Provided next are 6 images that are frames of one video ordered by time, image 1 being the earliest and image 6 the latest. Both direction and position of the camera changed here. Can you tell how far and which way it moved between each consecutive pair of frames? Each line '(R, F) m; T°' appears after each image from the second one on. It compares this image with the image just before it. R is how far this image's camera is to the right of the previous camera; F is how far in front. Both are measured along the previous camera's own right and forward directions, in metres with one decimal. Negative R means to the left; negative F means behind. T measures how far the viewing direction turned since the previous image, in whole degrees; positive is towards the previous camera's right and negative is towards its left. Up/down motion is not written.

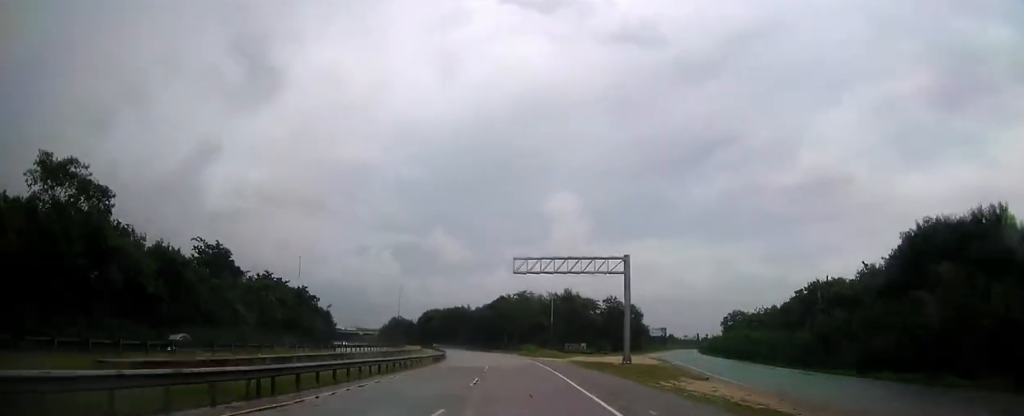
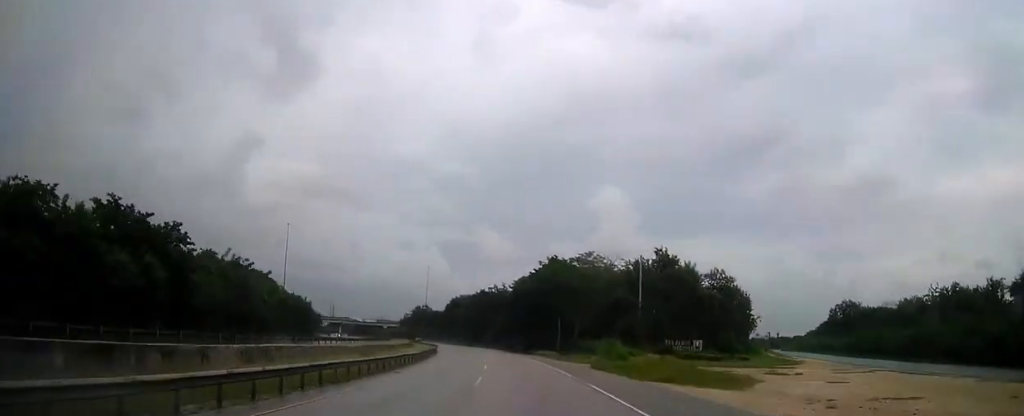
(-1.7, +58.7) m; -4°
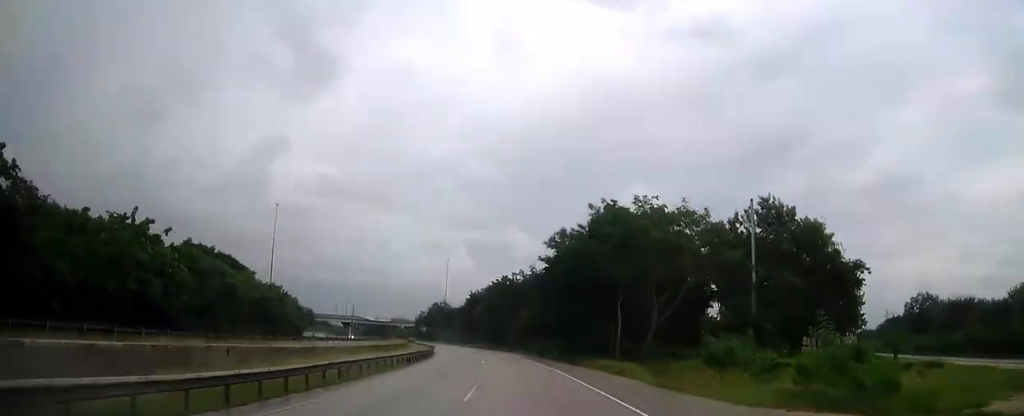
(+0.4, +30.6) m; -3°
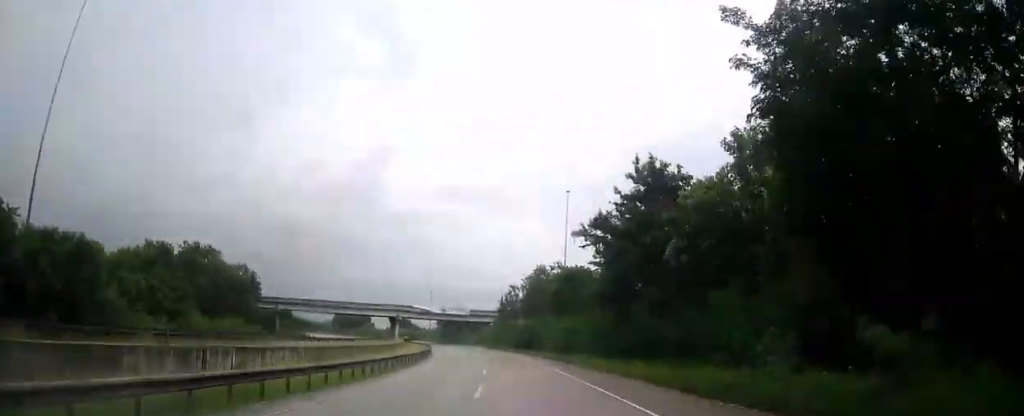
(-12.9, +114.5) m; -12°
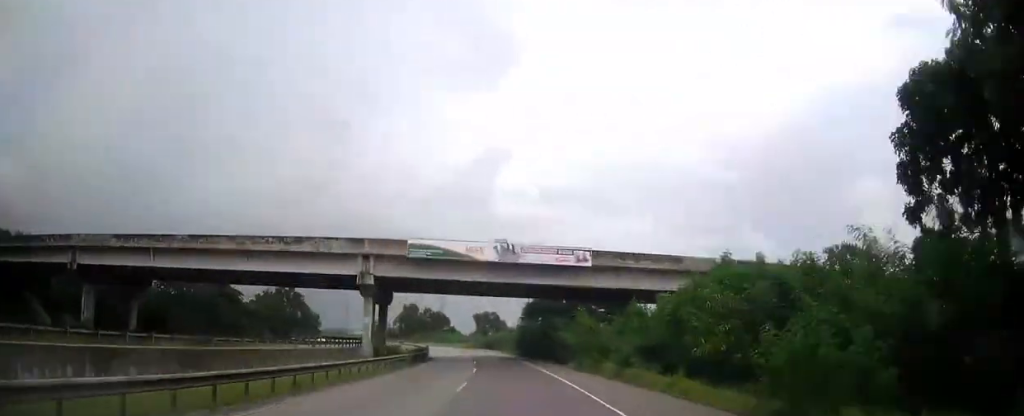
(-8.8, +101.9) m; -11°
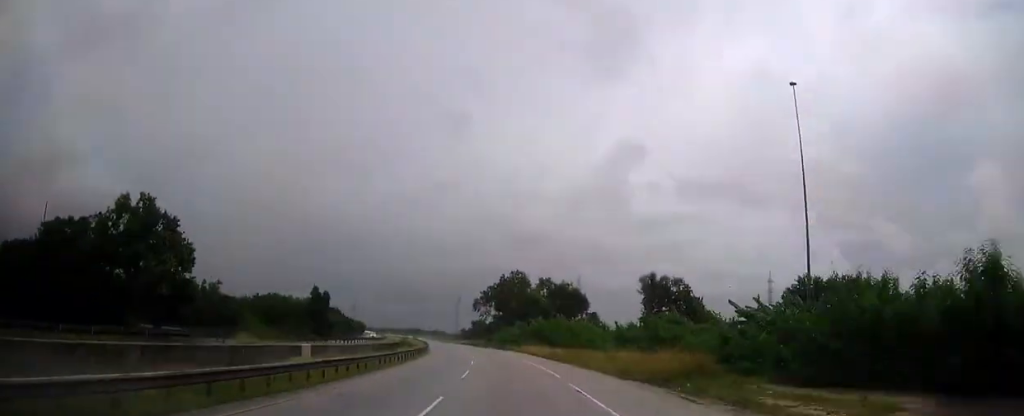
(-15.8, +122.1) m; -14°
